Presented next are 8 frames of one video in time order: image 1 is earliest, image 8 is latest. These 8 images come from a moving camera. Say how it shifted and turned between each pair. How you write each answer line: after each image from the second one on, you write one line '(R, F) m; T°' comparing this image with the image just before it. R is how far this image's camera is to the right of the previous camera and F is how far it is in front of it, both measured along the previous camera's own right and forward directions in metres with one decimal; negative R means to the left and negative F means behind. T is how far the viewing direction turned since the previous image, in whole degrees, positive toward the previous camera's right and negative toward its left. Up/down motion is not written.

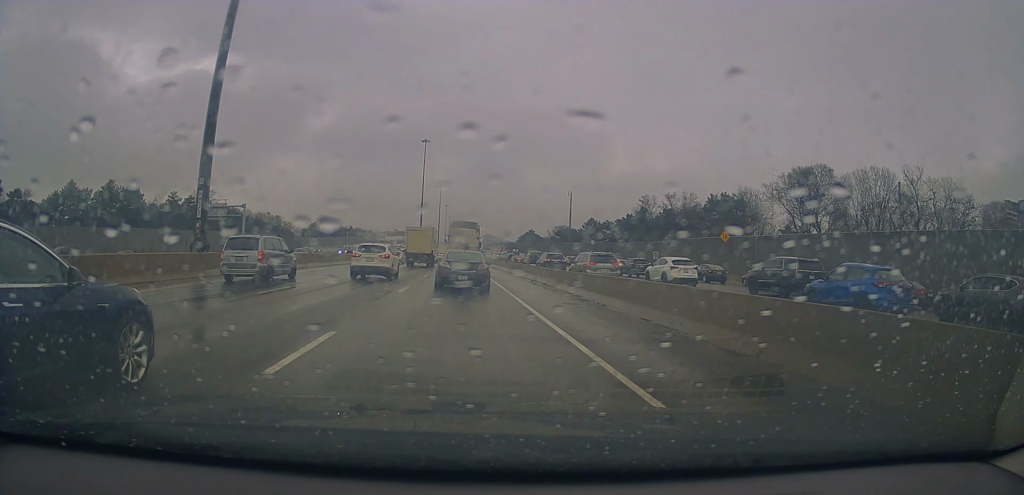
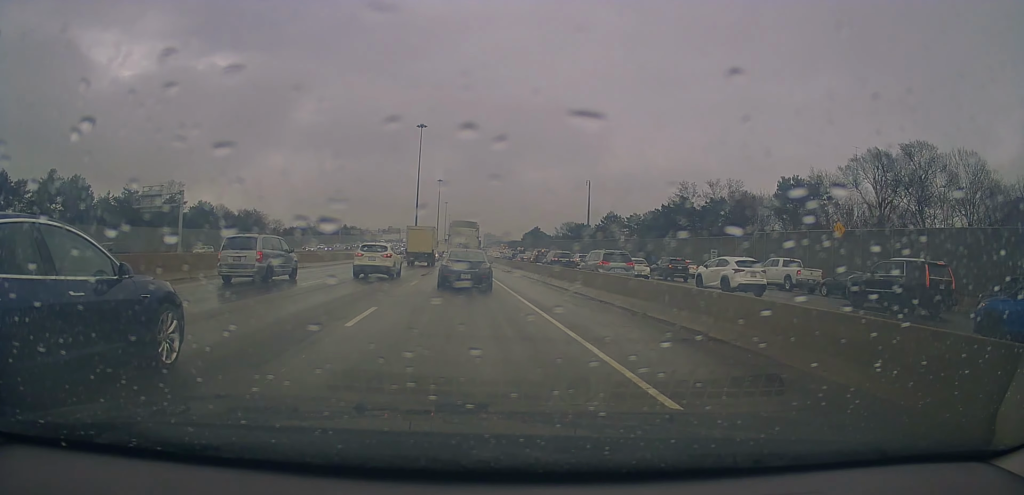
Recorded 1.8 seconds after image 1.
(+0.3, +20.8) m; +3°
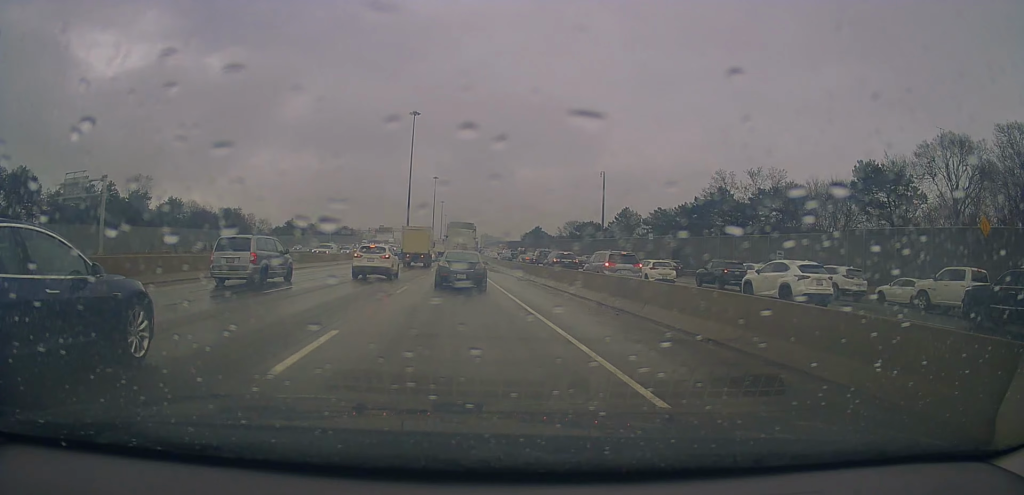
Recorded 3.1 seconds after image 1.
(+0.3, +16.2) m; -1°
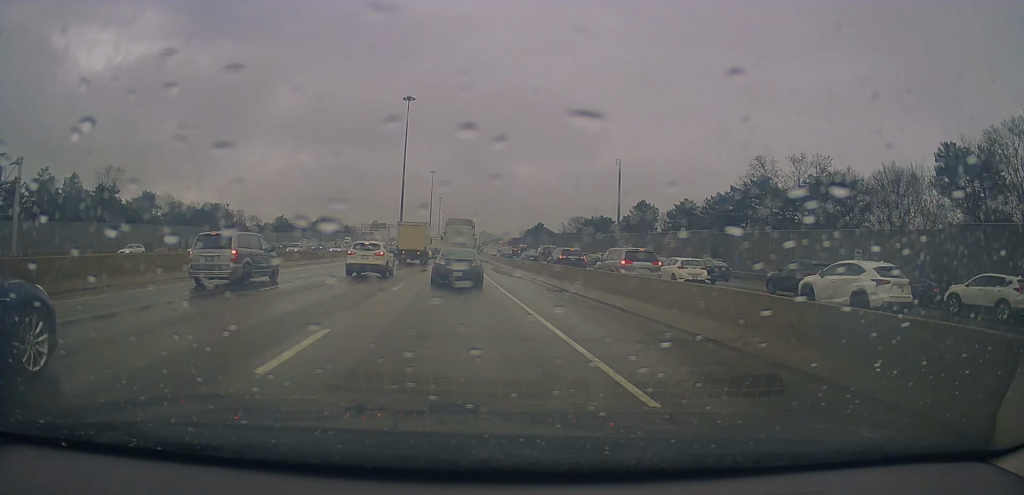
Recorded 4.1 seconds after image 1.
(-0.5, +12.0) m; -1°
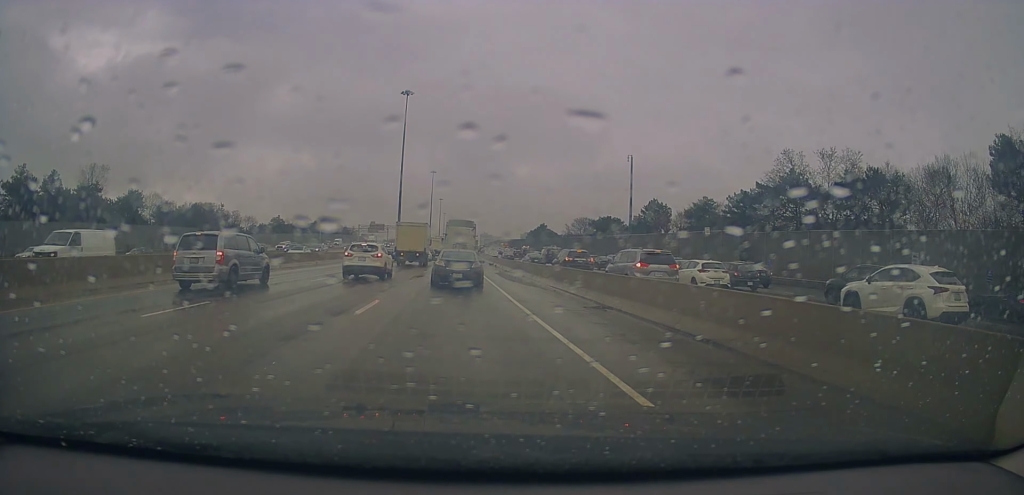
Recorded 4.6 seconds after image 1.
(+0.1, +6.6) m; +2°
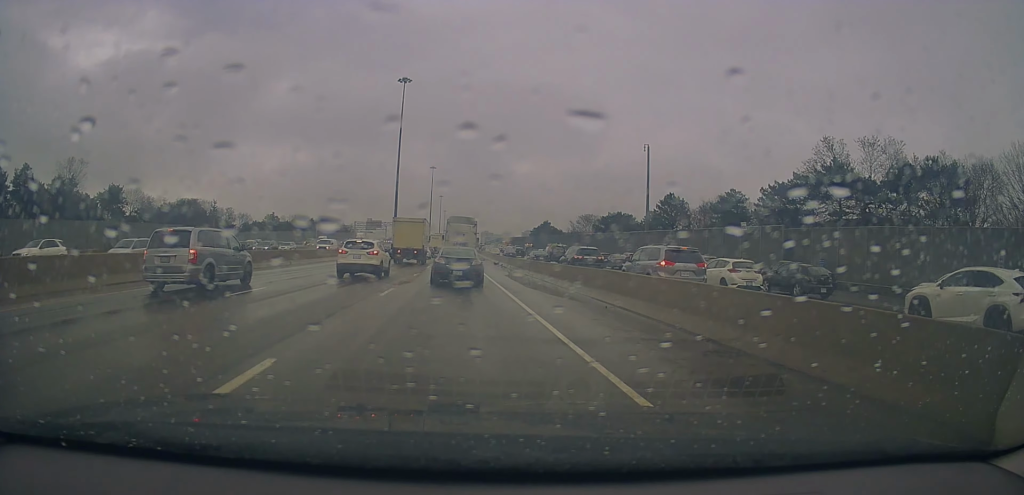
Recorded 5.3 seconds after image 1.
(+0.1, +8.3) m; +2°
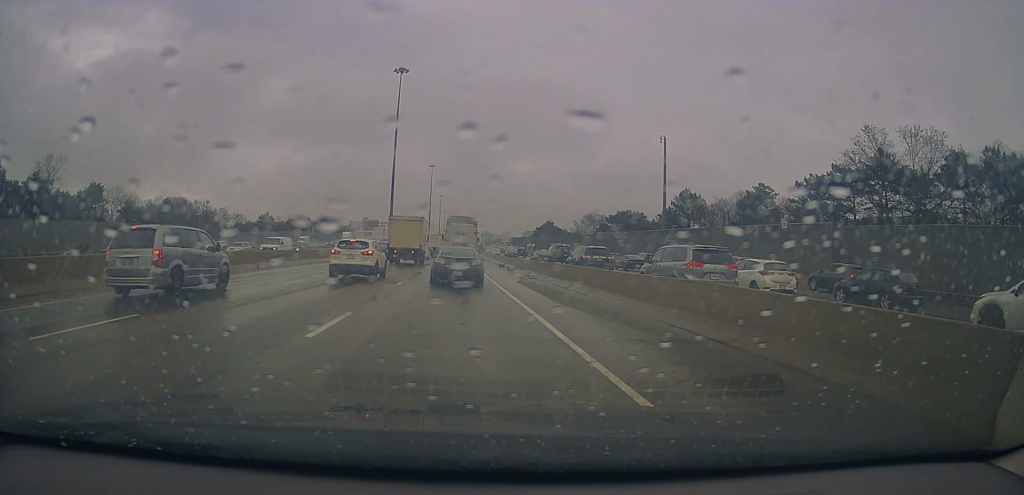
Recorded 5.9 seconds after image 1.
(+0.3, +7.7) m; -1°
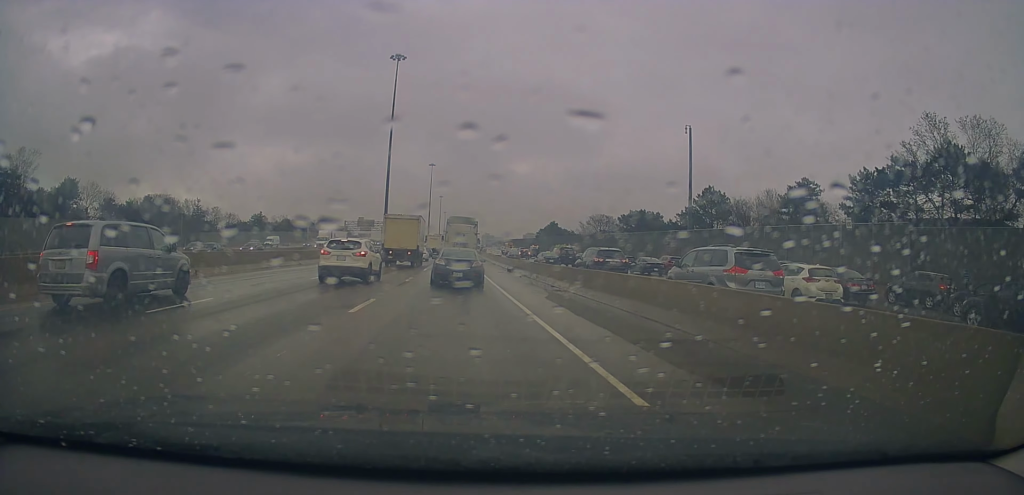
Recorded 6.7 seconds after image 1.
(-0.2, +9.1) m; 0°
